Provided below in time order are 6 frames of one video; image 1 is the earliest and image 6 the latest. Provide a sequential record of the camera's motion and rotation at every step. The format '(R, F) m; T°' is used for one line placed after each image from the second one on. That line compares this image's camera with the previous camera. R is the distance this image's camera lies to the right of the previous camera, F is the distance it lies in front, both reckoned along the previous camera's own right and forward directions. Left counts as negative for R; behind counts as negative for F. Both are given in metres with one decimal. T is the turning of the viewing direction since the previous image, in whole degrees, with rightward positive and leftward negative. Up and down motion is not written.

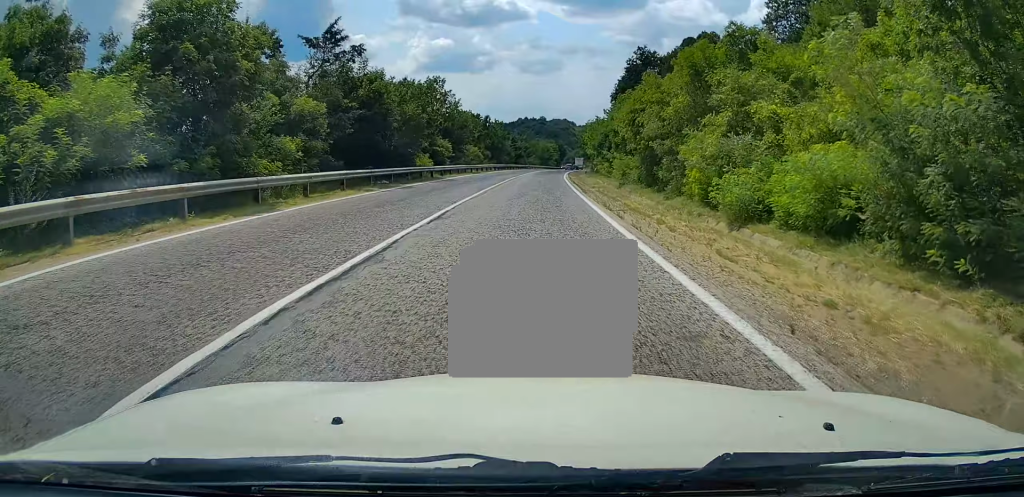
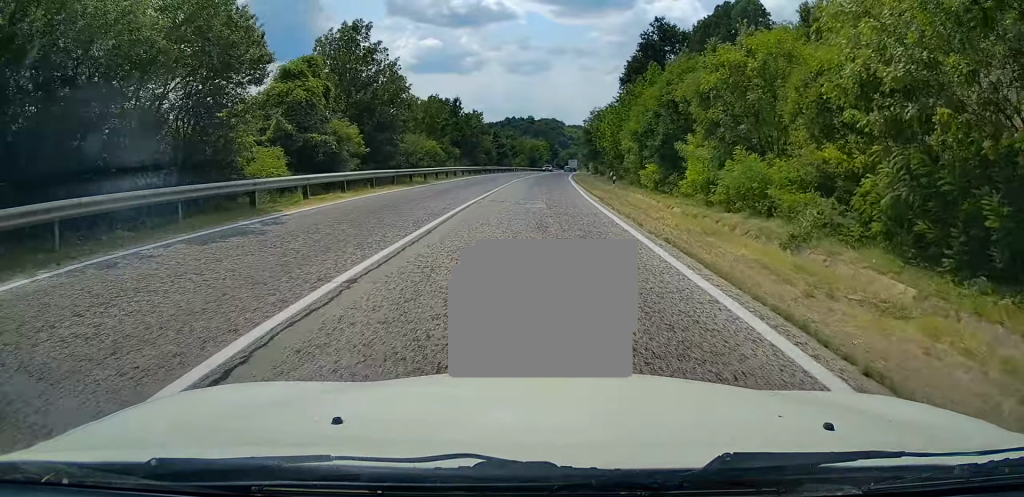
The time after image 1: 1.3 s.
(+0.7, +26.9) m; +1°
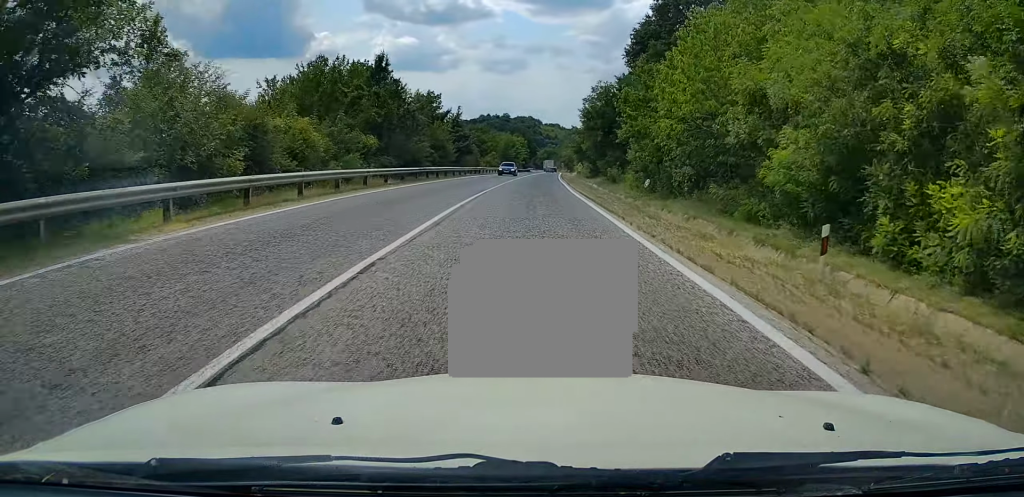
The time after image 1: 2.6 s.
(-0.1, +26.6) m; +2°
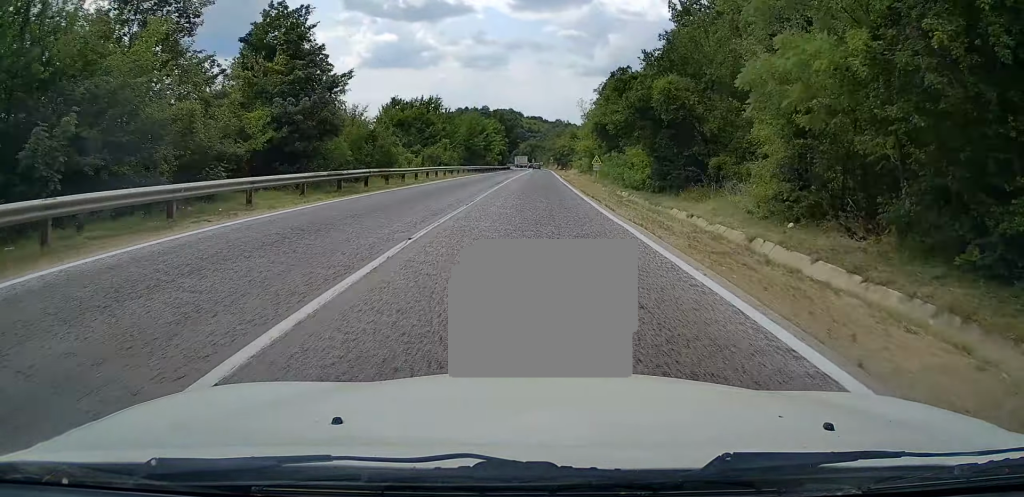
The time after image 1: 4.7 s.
(+0.8, +44.9) m; +2°
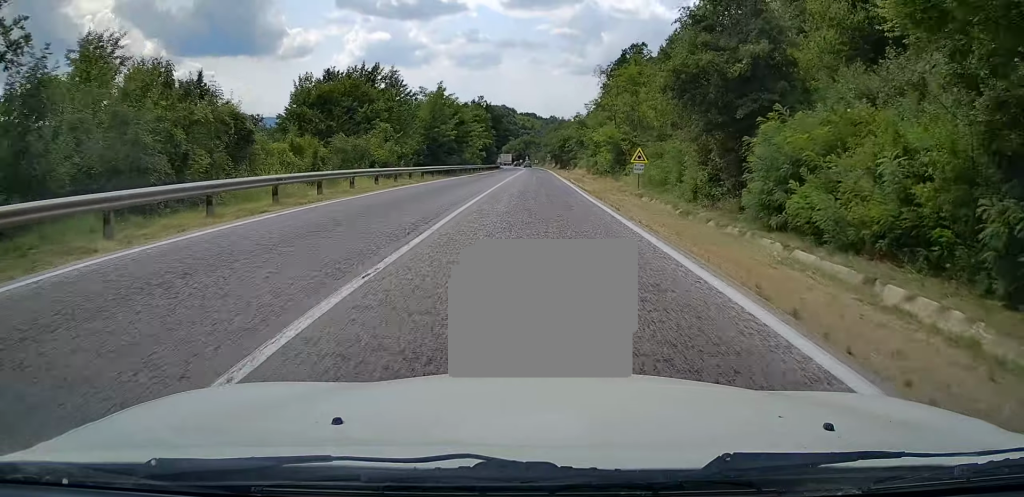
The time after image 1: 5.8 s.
(+0.5, +24.7) m; +1°
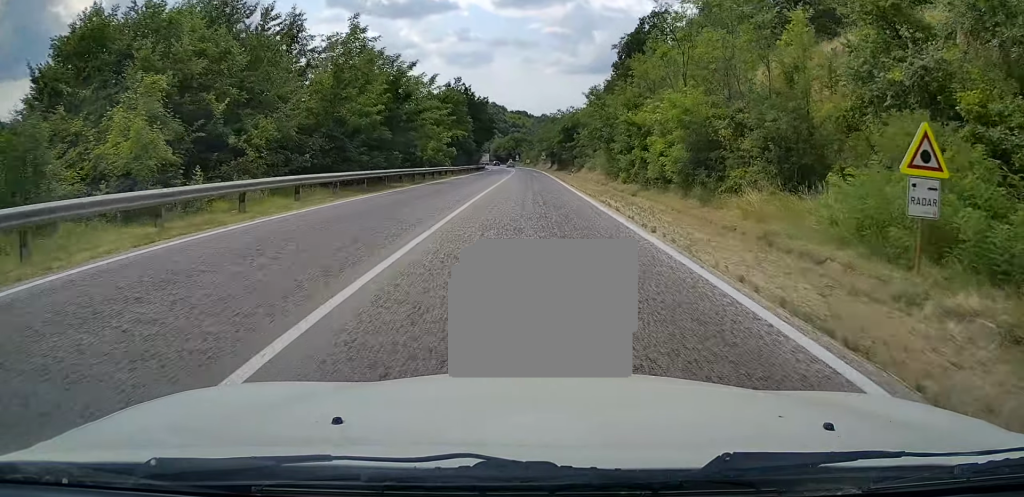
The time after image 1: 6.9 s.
(0.0, +24.8) m; 0°
